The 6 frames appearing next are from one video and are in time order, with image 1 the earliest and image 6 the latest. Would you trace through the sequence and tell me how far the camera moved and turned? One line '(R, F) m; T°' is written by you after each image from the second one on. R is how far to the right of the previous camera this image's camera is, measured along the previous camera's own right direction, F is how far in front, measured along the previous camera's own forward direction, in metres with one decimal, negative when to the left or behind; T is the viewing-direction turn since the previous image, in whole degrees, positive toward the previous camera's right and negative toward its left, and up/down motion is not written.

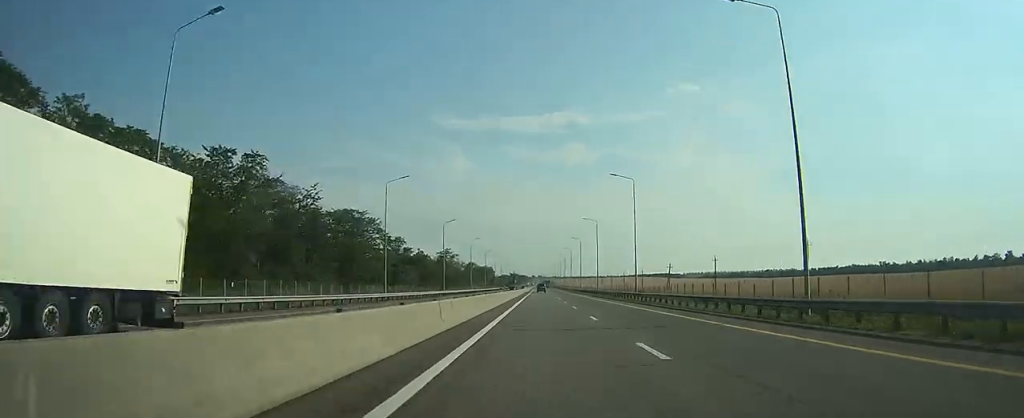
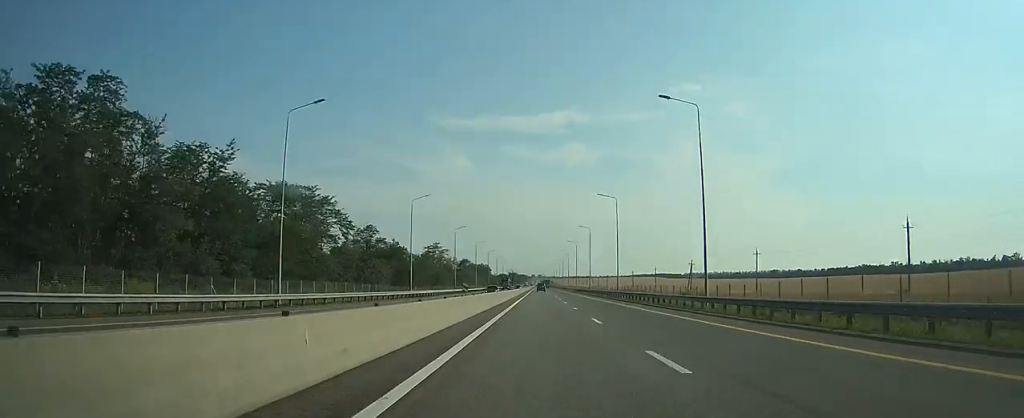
(-0.1, +25.7) m; 0°
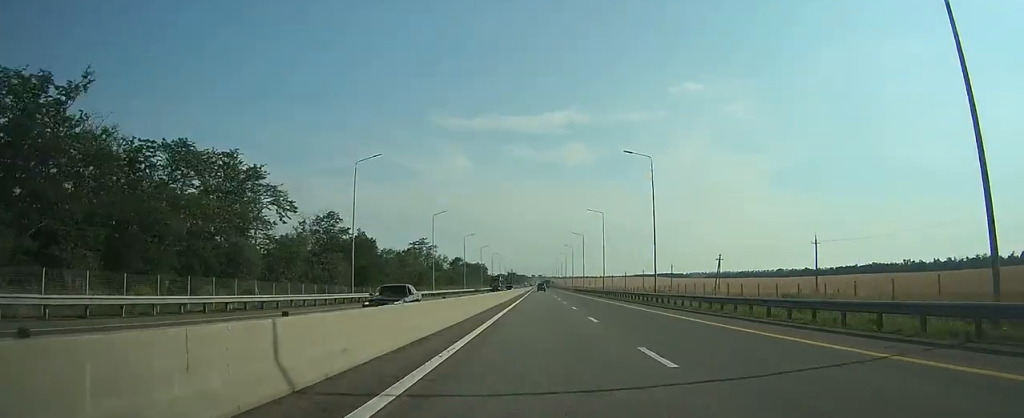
(-0.1, +23.8) m; 0°
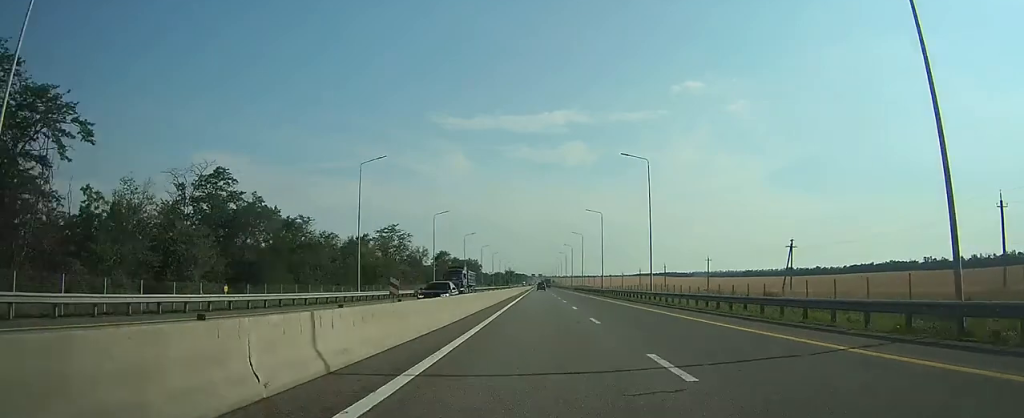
(-0.1, +37.5) m; 0°
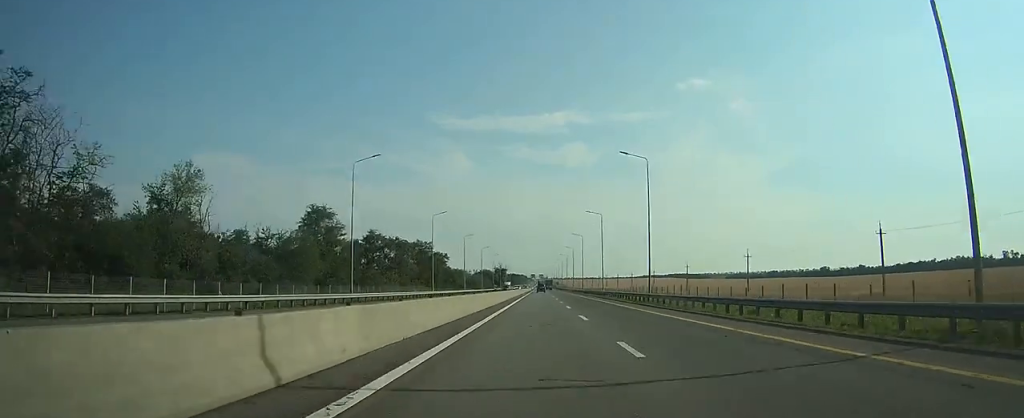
(+0.2, +119.2) m; 0°
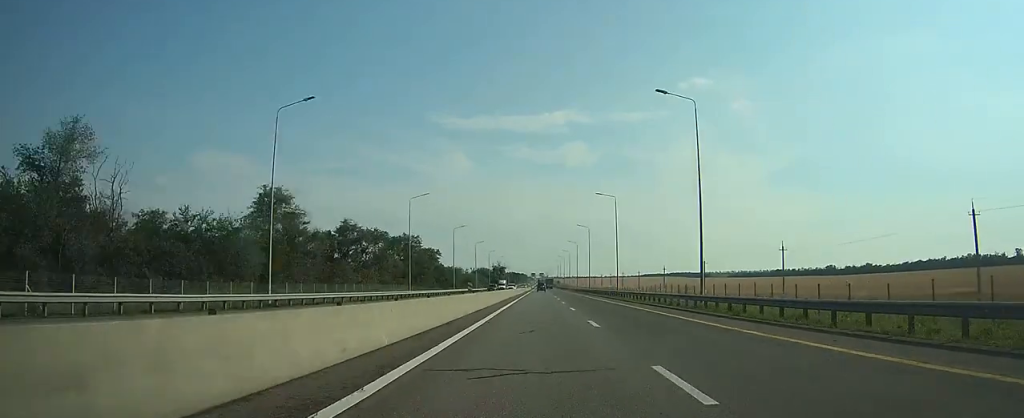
(+0.1, +16.5) m; 0°
